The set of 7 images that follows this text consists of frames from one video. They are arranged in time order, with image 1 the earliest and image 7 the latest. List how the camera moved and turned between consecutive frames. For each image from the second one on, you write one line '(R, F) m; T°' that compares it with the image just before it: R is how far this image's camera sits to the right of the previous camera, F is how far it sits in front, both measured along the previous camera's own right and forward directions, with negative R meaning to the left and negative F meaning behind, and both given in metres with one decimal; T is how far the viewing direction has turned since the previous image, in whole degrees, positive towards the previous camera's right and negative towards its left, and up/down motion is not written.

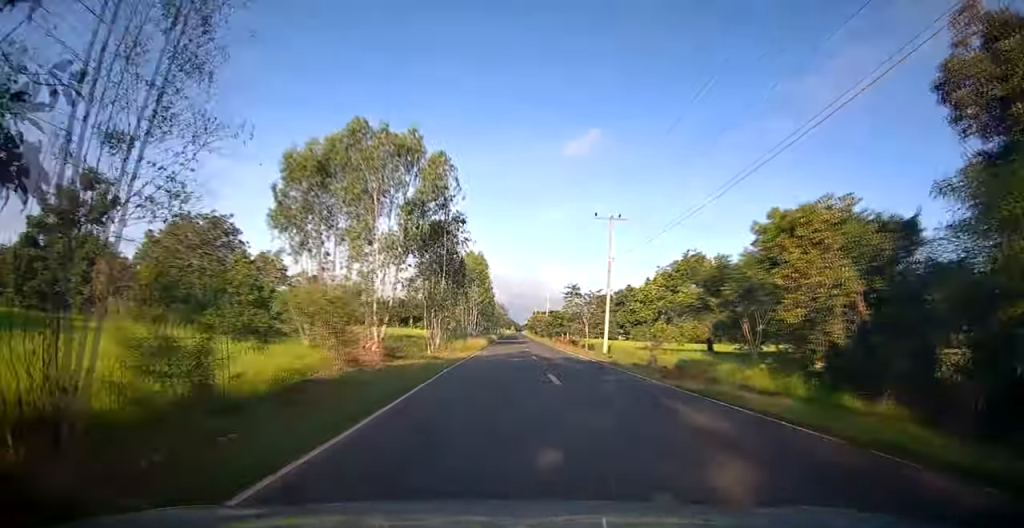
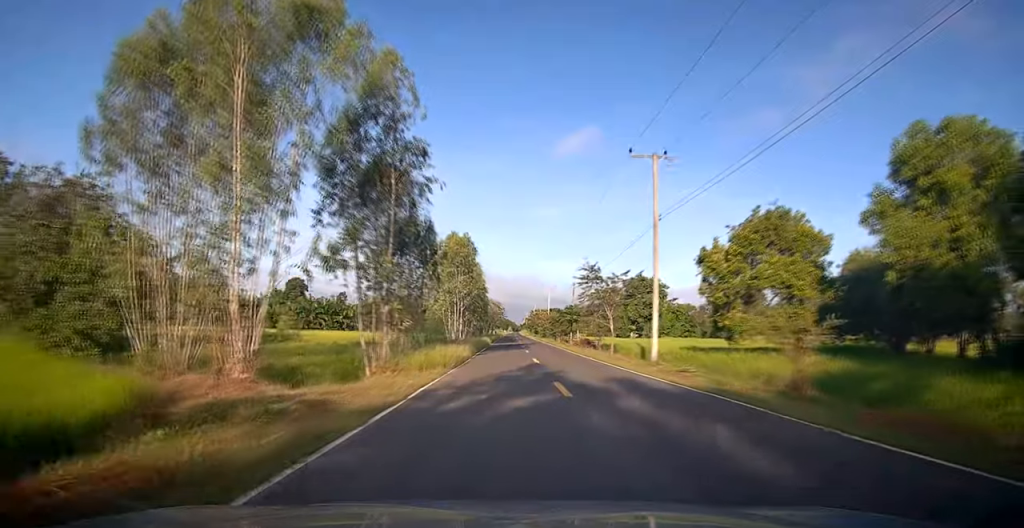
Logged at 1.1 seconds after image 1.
(0.0, +14.5) m; 0°
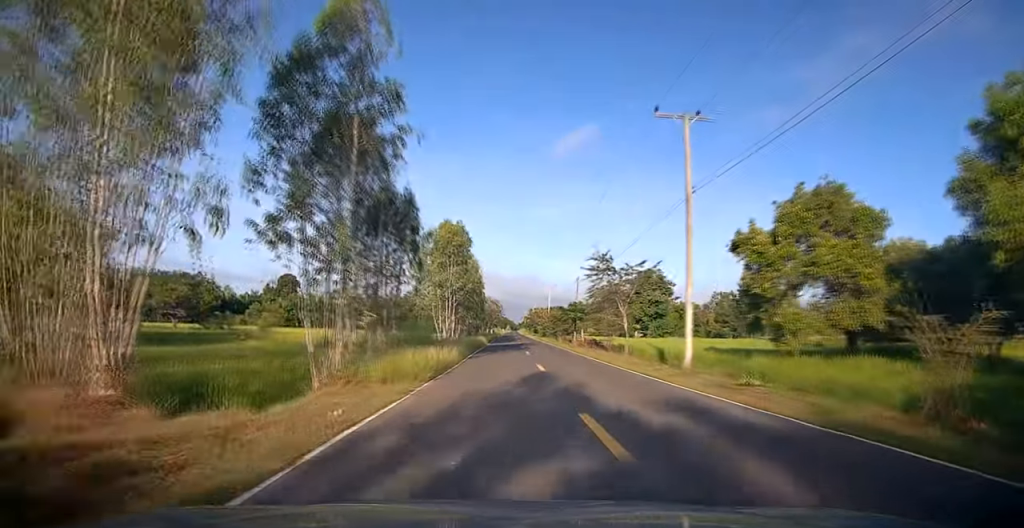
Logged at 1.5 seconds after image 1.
(0.0, +5.3) m; 0°
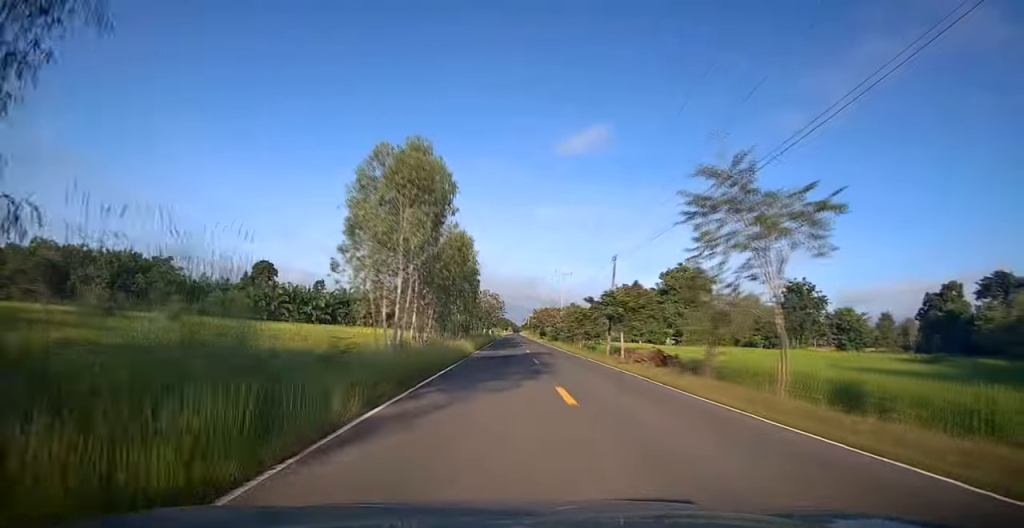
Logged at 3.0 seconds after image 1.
(+0.2, +20.2) m; +1°
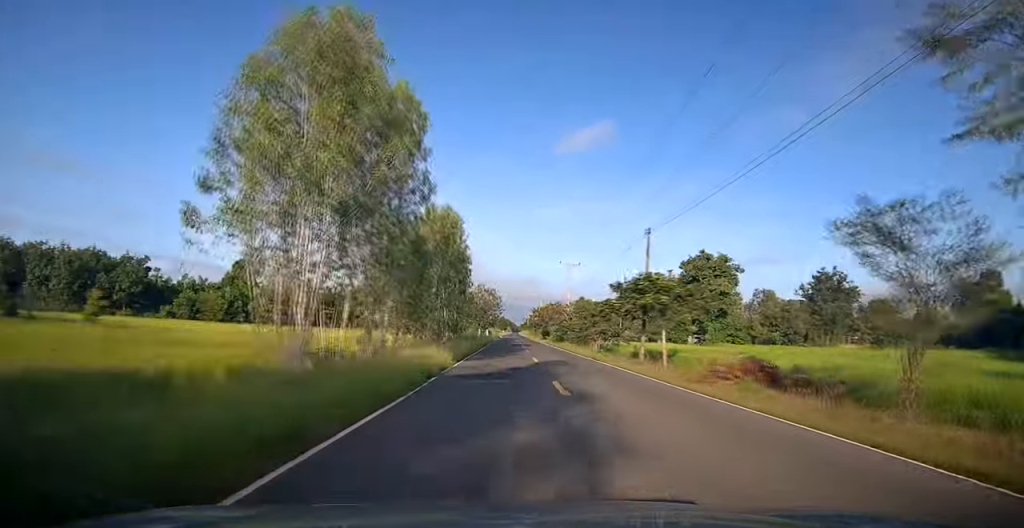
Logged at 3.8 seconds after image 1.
(0.0, +11.0) m; -1°
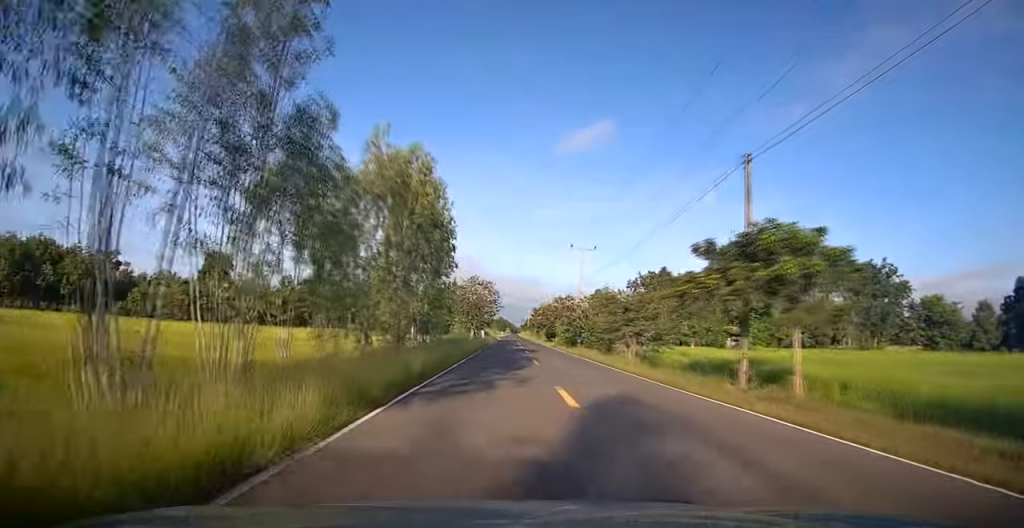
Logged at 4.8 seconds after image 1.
(-0.3, +13.9) m; 0°
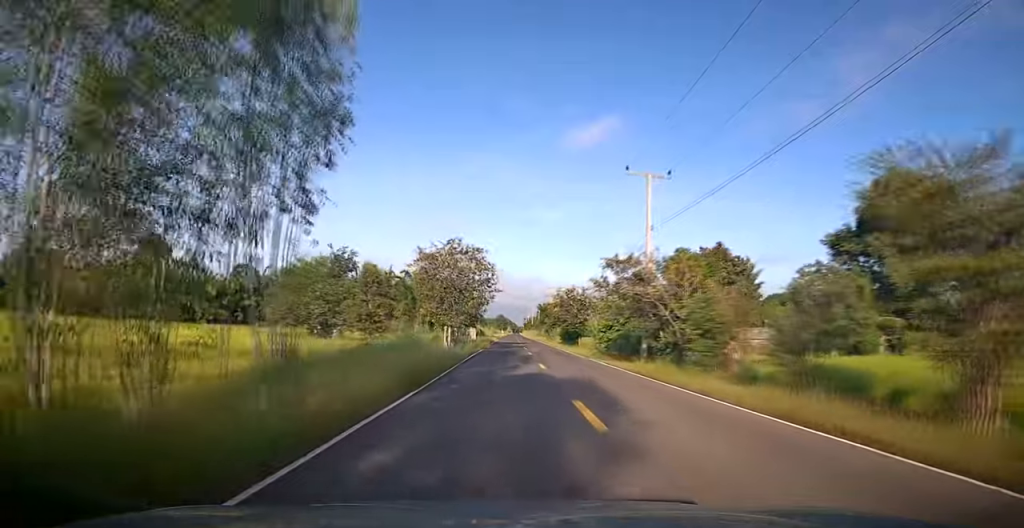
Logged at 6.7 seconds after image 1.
(-0.1, +26.9) m; 0°
